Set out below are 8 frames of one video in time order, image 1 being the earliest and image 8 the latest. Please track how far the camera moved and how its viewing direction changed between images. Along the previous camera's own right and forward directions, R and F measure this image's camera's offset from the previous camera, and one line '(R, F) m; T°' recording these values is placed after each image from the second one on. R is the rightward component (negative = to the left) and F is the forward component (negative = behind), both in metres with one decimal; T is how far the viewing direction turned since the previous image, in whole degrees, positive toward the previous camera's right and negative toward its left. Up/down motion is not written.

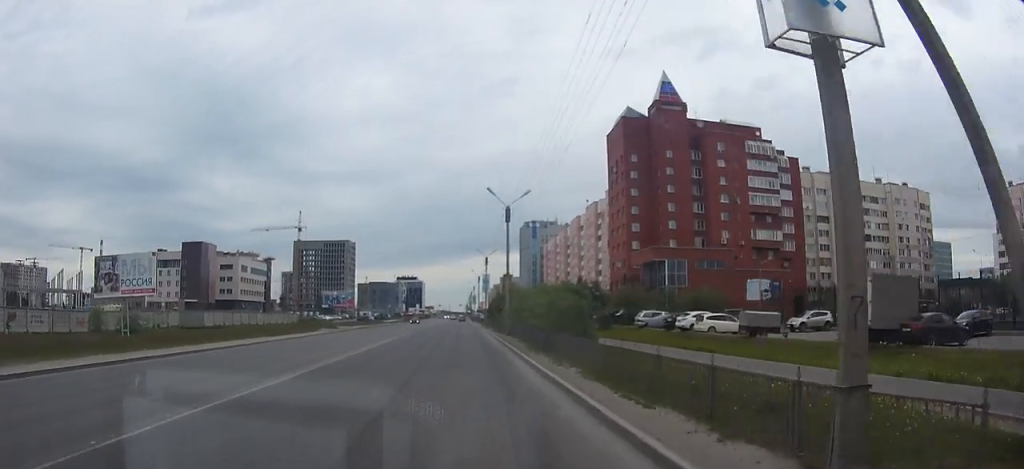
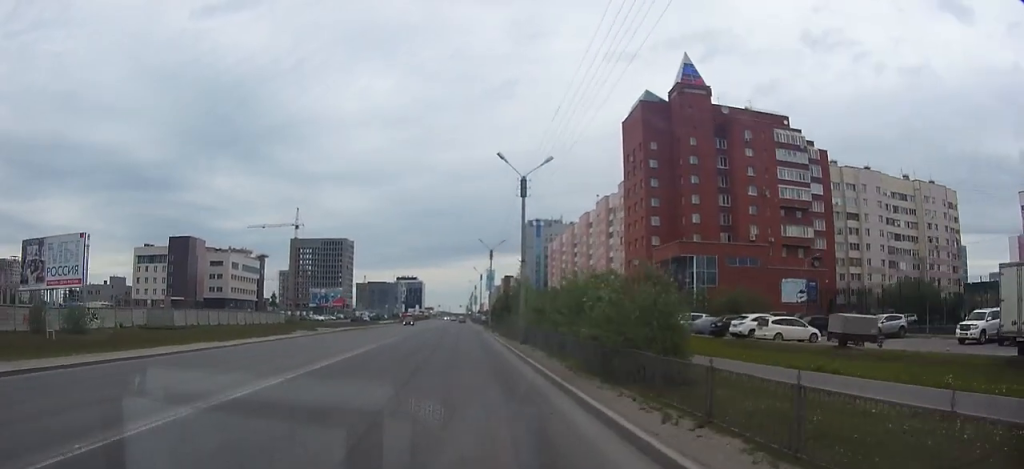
(0.0, +10.1) m; 0°
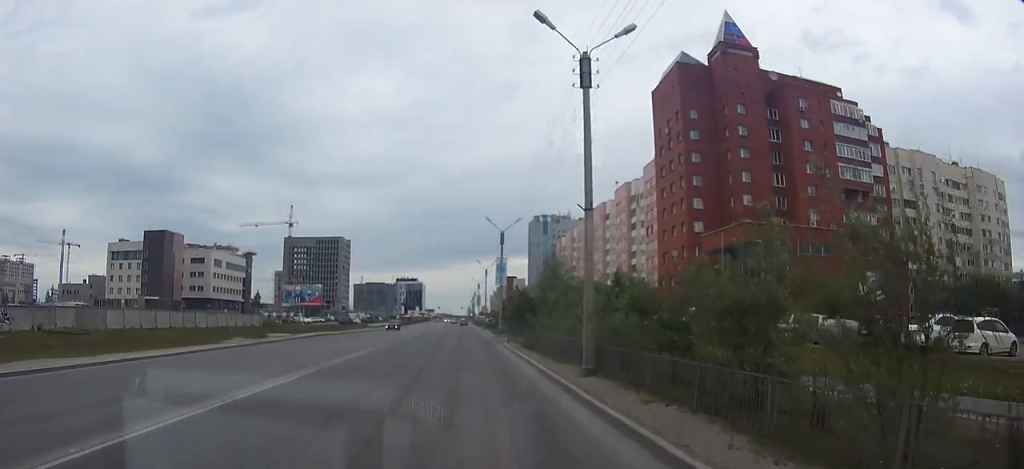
(-0.1, +17.0) m; 0°
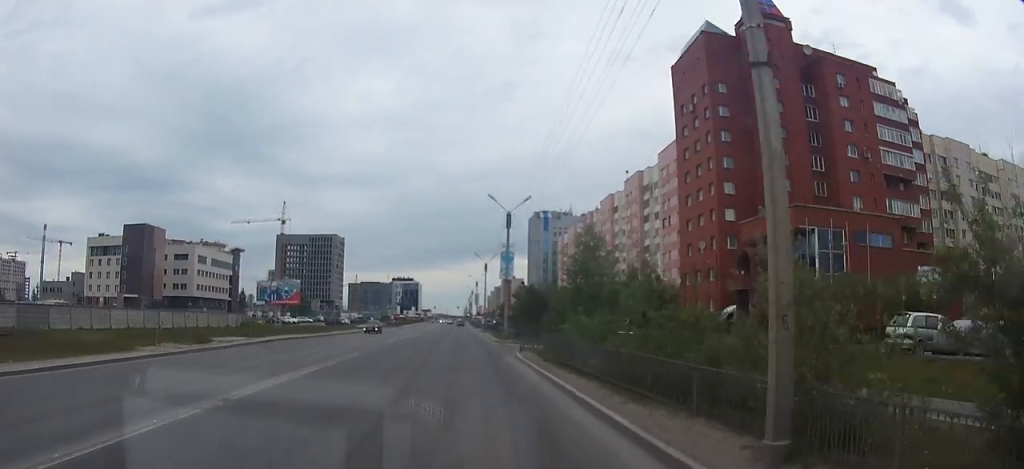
(+0.1, +10.2) m; 0°
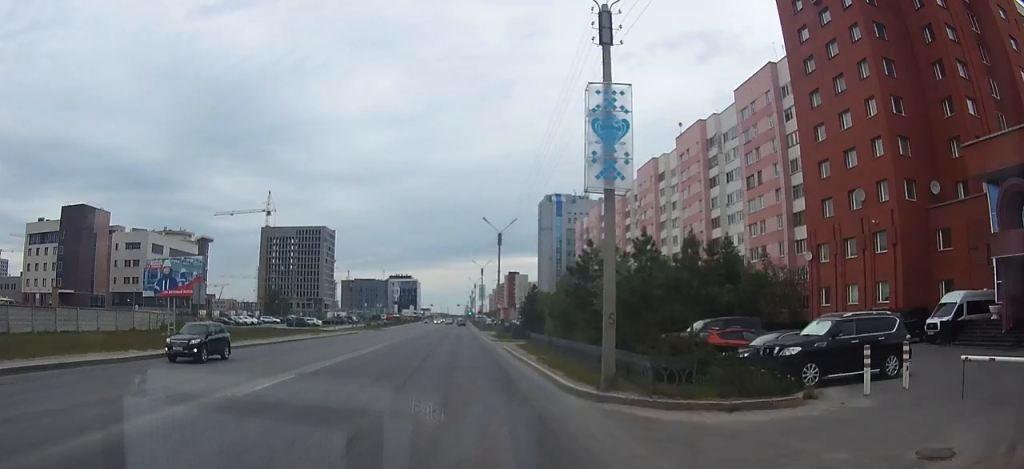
(0.0, +29.9) m; 0°
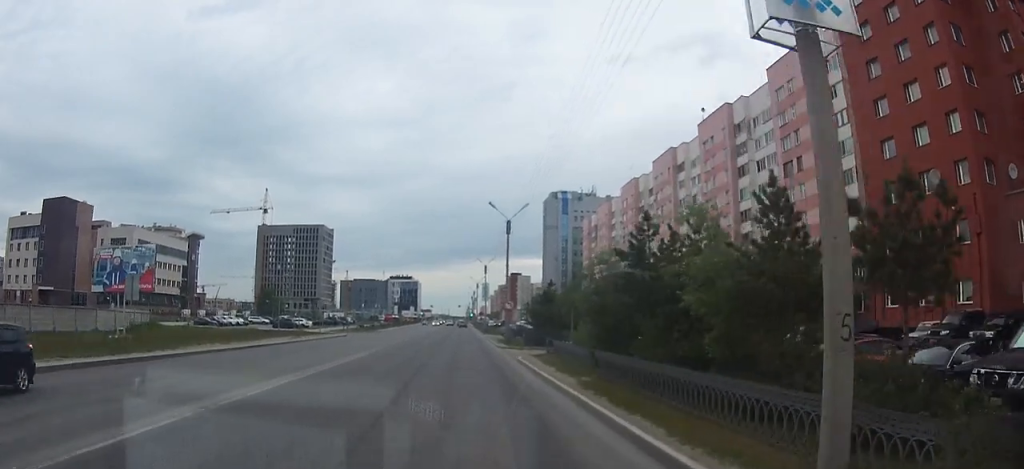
(0.0, +8.3) m; 0°
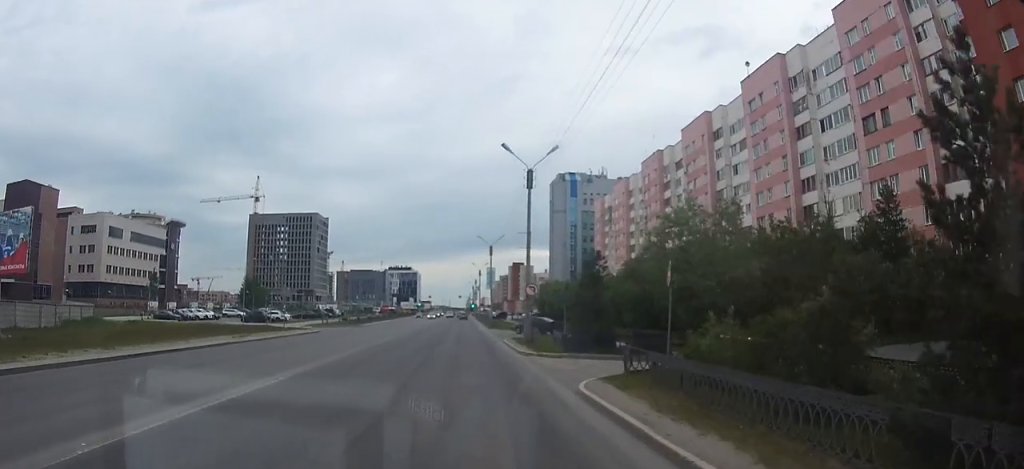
(0.0, +14.3) m; 0°
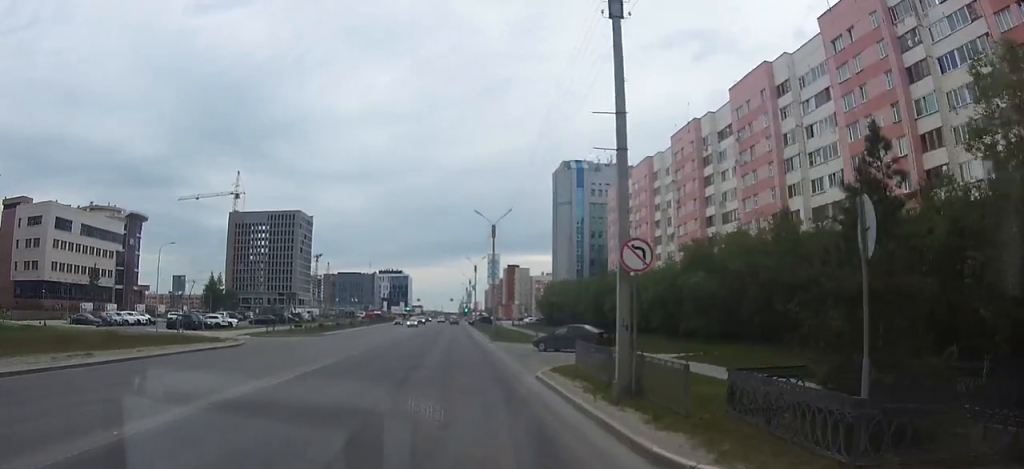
(0.0, +19.9) m; 0°
